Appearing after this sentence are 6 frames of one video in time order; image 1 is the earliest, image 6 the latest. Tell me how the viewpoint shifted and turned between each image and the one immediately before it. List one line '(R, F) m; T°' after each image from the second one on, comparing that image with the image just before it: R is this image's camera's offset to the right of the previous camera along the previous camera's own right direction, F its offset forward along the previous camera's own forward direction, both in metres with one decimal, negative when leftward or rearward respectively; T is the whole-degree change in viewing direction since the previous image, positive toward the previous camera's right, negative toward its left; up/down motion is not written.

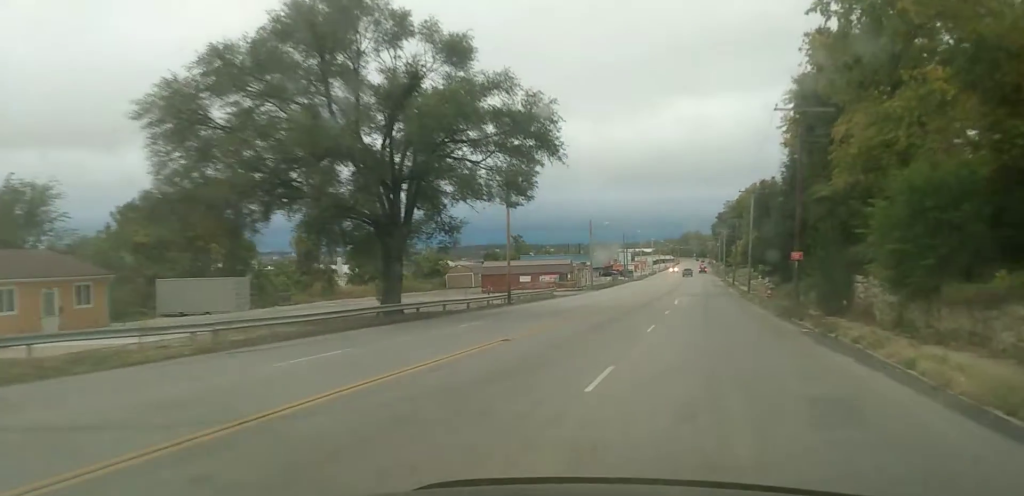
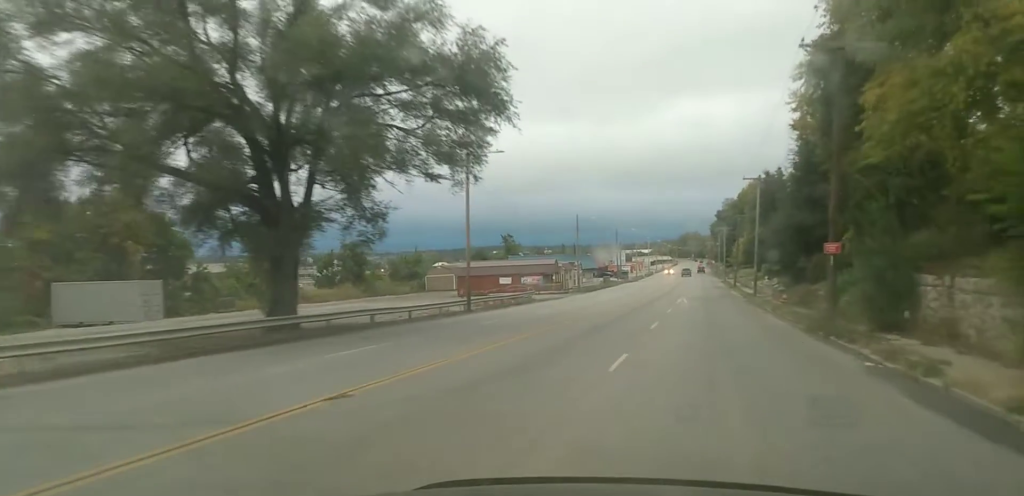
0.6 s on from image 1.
(+0.1, +8.9) m; 0°
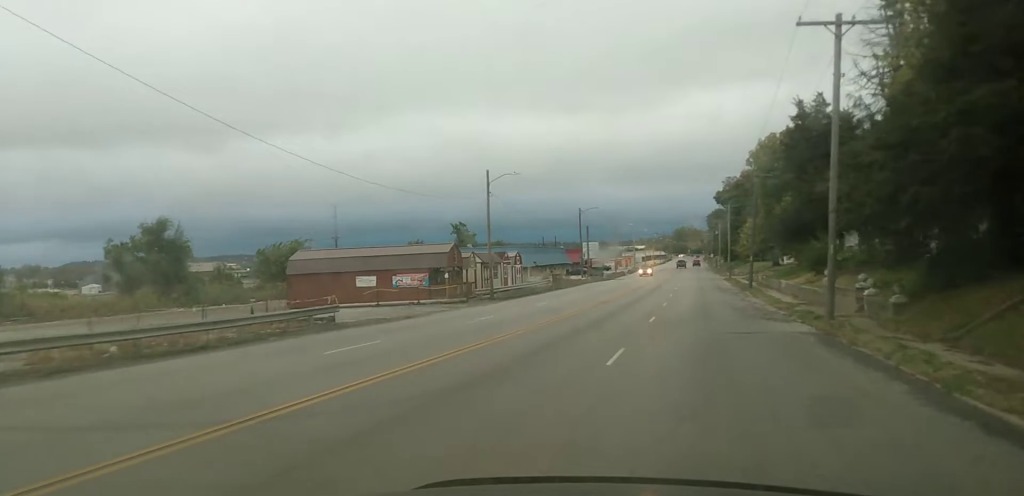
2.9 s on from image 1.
(+0.6, +38.0) m; +1°
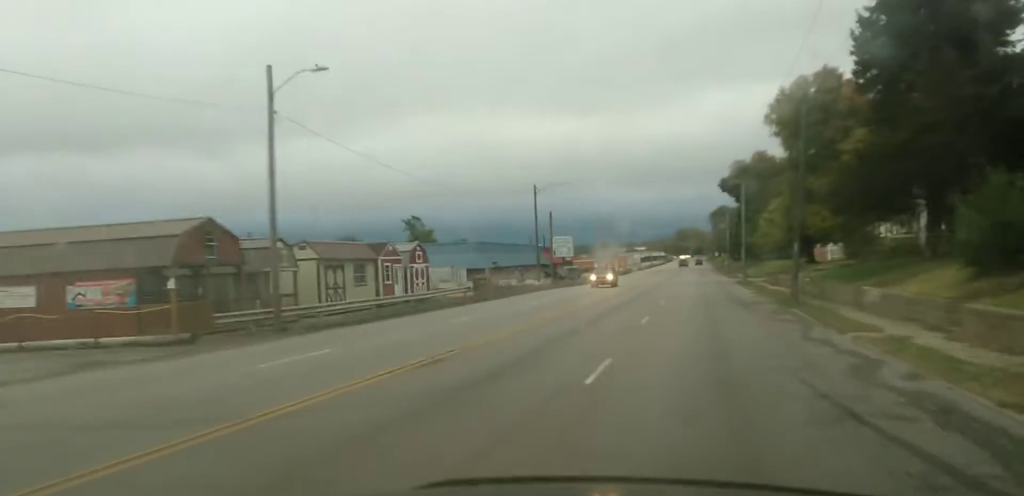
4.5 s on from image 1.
(-0.3, +26.6) m; -2°
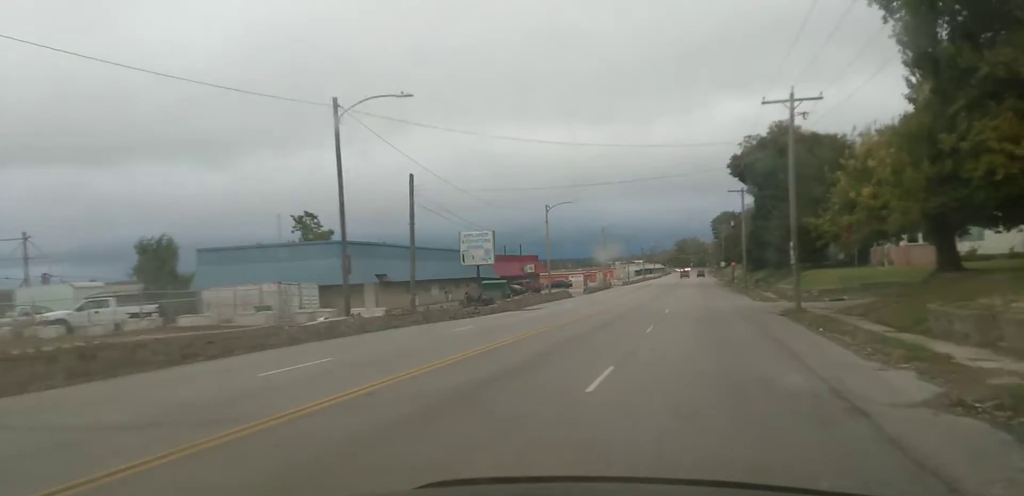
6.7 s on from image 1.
(-0.3, +36.1) m; -1°
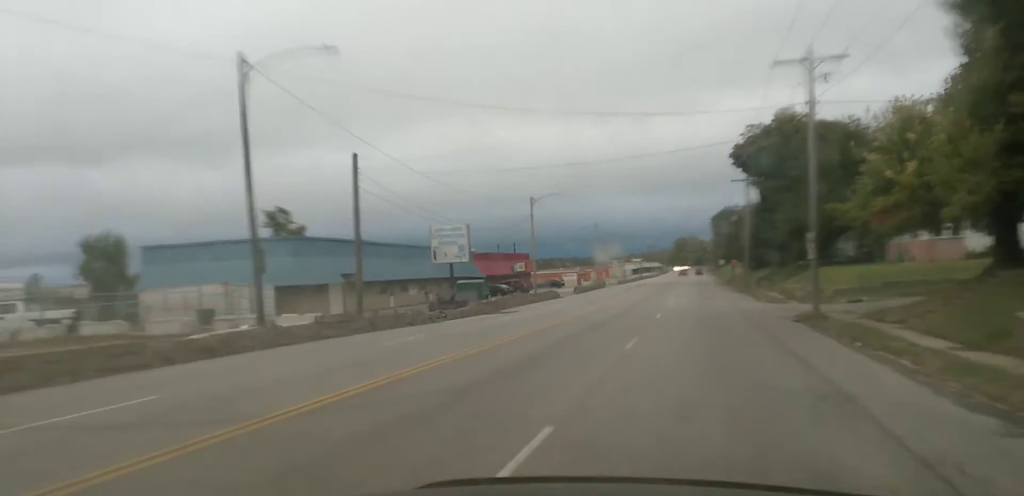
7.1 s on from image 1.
(-0.1, +6.5) m; 0°
